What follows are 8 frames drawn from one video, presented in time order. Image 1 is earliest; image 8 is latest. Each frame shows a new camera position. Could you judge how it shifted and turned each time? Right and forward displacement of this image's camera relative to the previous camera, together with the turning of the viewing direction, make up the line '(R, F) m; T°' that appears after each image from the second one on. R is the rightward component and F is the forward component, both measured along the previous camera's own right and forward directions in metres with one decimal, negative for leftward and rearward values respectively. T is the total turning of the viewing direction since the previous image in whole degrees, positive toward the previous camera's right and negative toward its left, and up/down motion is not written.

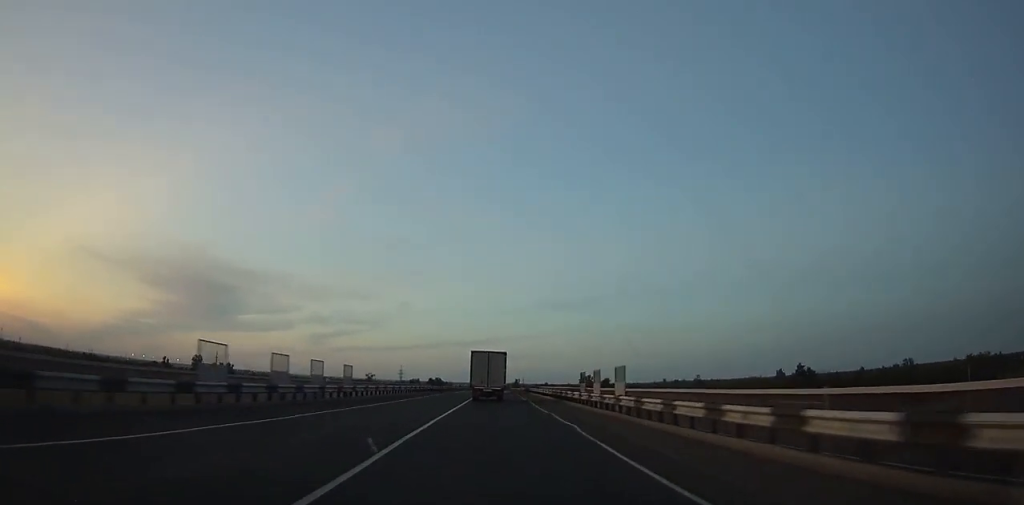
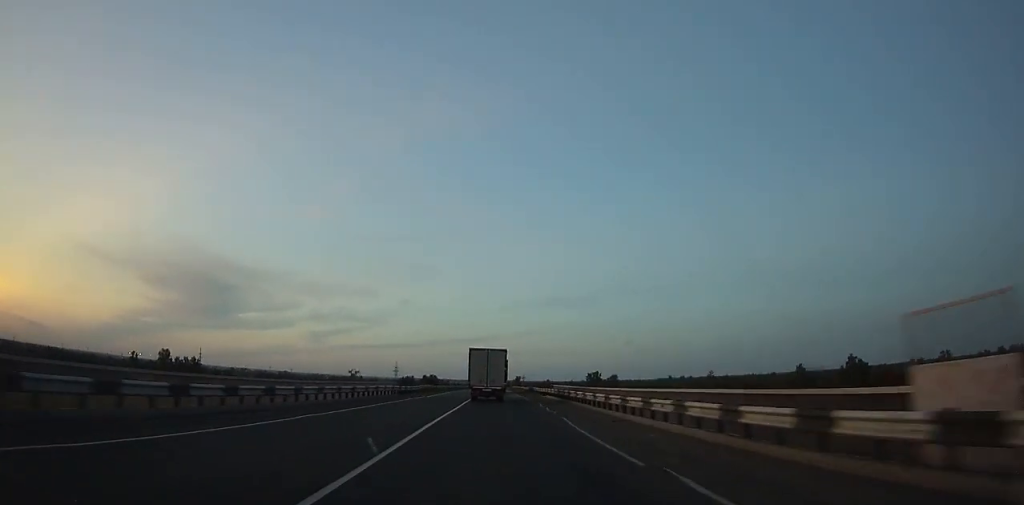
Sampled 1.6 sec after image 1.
(0.0, +30.1) m; 0°
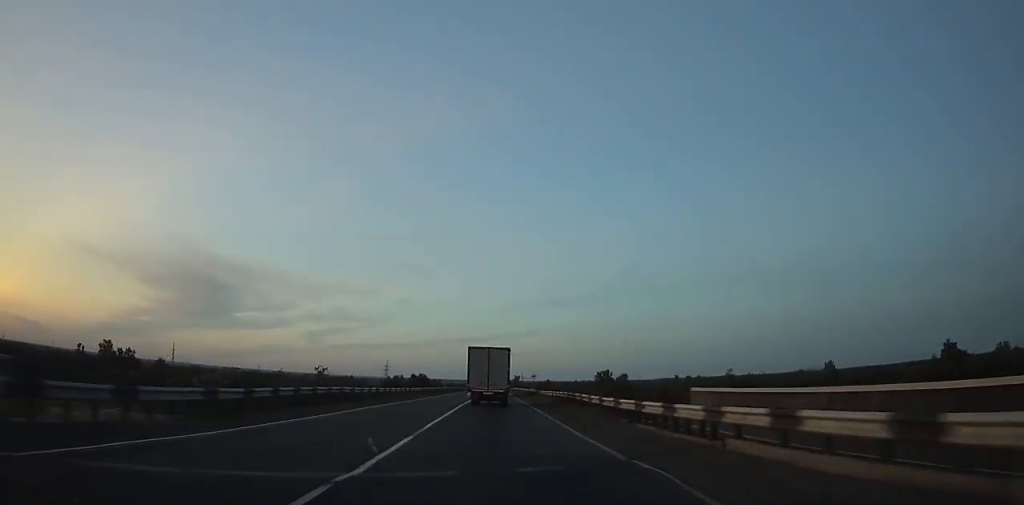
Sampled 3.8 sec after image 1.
(-0.1, +40.9) m; 0°
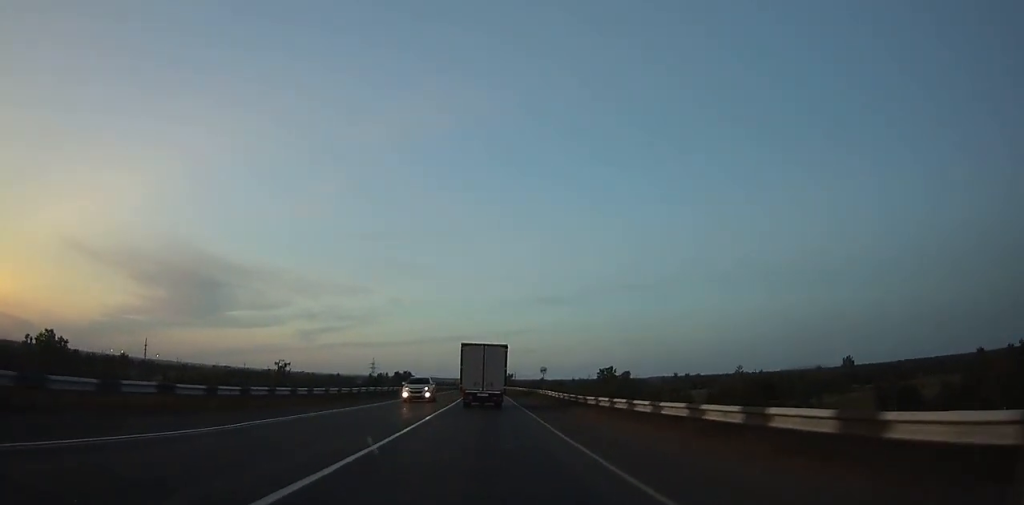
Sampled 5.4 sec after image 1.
(0.0, +29.6) m; 0°
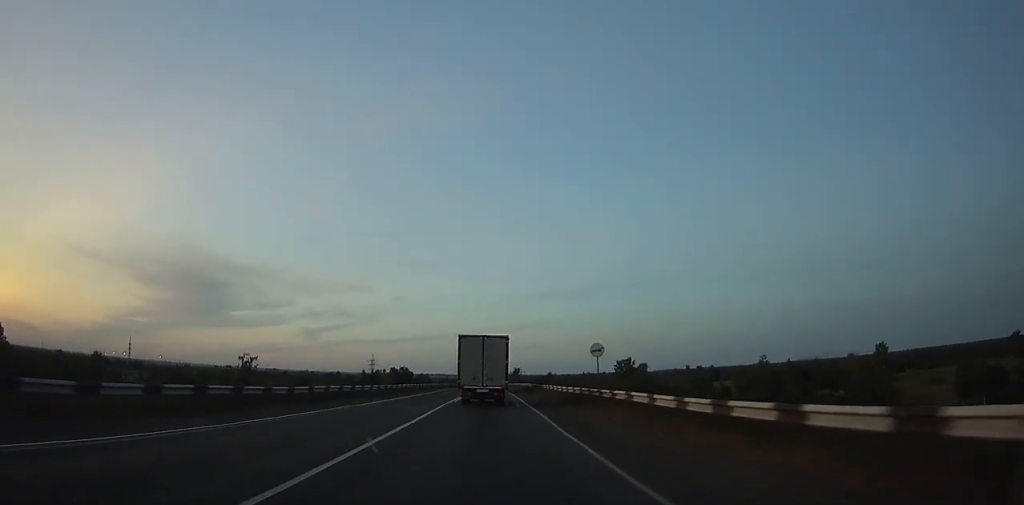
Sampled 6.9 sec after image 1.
(+0.1, +27.6) m; 0°
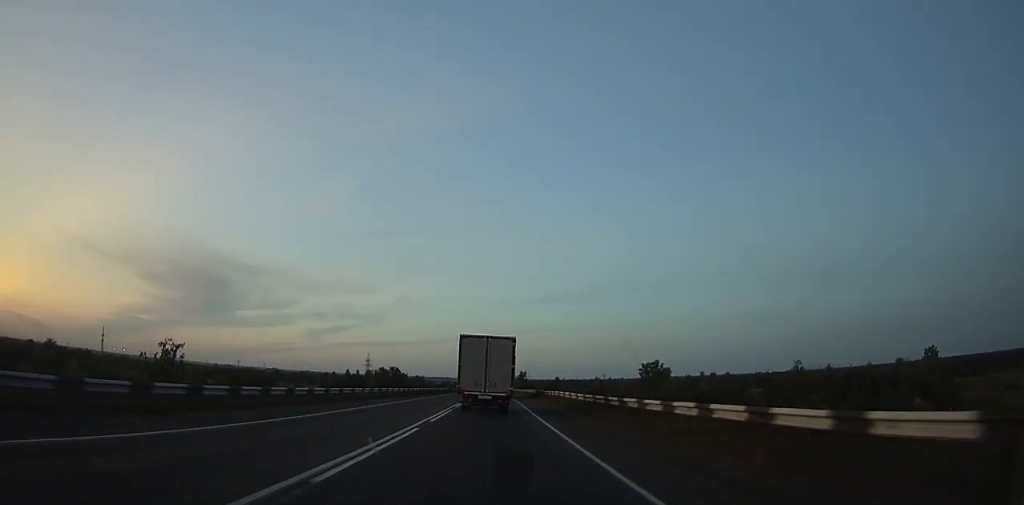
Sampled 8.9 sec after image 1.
(-0.1, +36.5) m; 0°
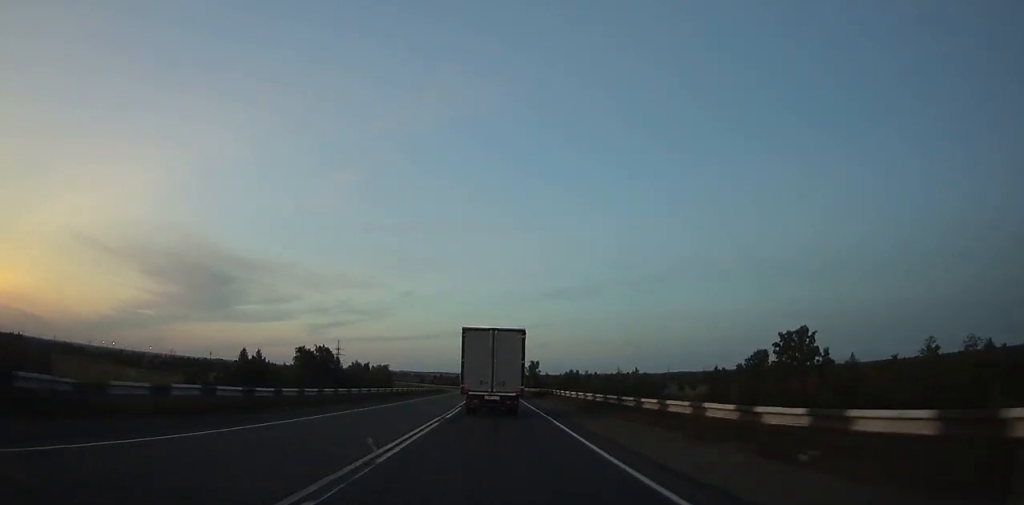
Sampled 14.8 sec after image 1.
(-0.5, +106.0) m; -1°
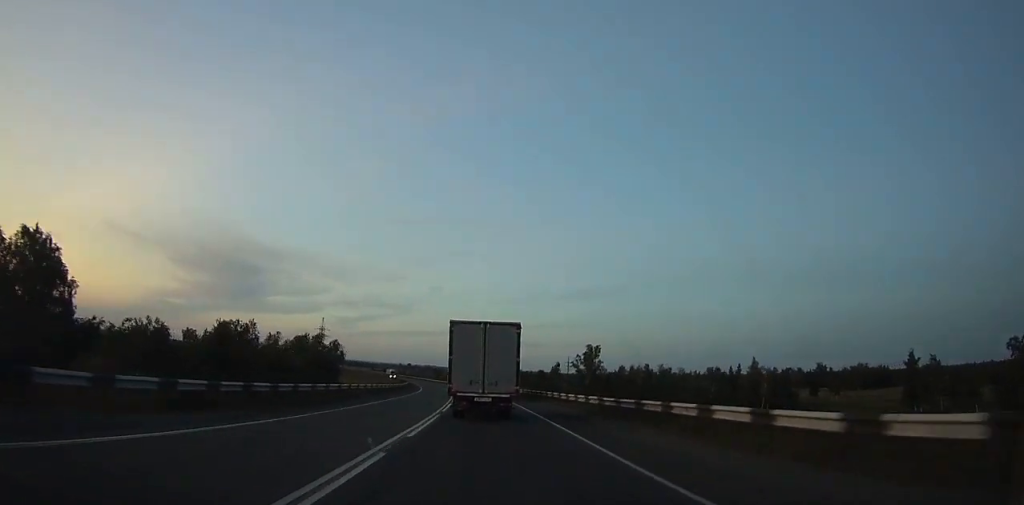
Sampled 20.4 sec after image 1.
(-1.1, +100.2) m; -2°
